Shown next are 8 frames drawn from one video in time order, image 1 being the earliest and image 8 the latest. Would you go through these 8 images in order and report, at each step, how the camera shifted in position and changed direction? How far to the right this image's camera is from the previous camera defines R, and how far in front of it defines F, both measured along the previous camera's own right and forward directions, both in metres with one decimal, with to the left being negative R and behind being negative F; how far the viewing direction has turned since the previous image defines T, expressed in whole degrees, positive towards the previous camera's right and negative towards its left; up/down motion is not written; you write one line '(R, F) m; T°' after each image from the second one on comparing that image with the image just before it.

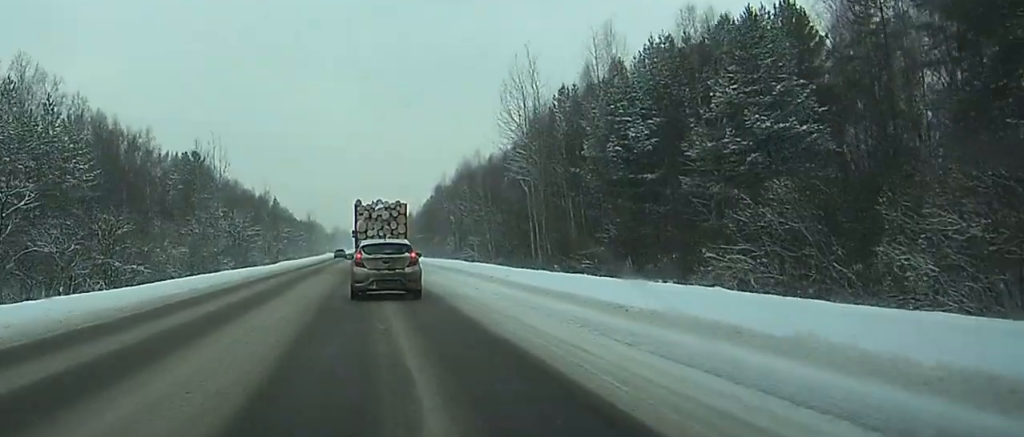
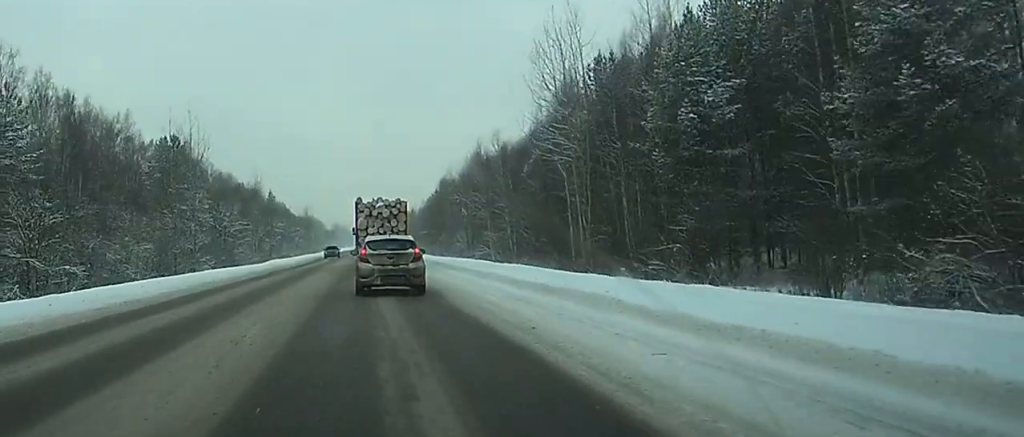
(0.0, +13.6) m; 0°
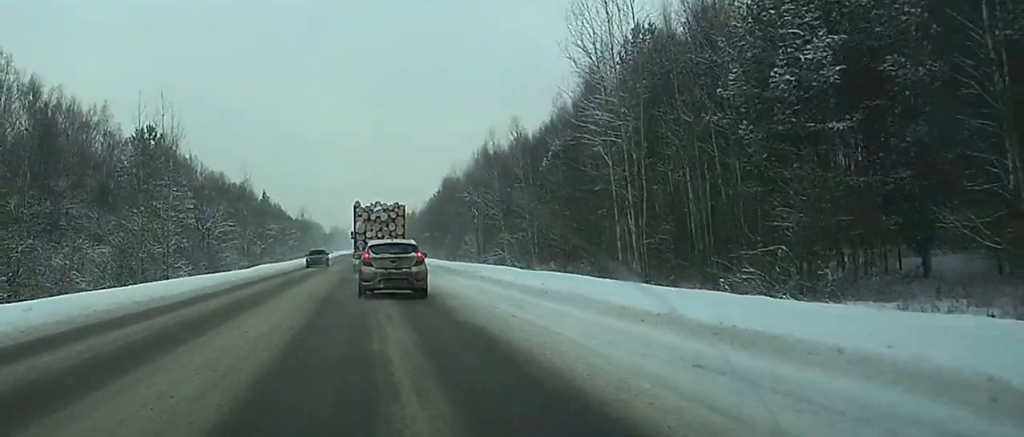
(0.0, +11.1) m; 0°
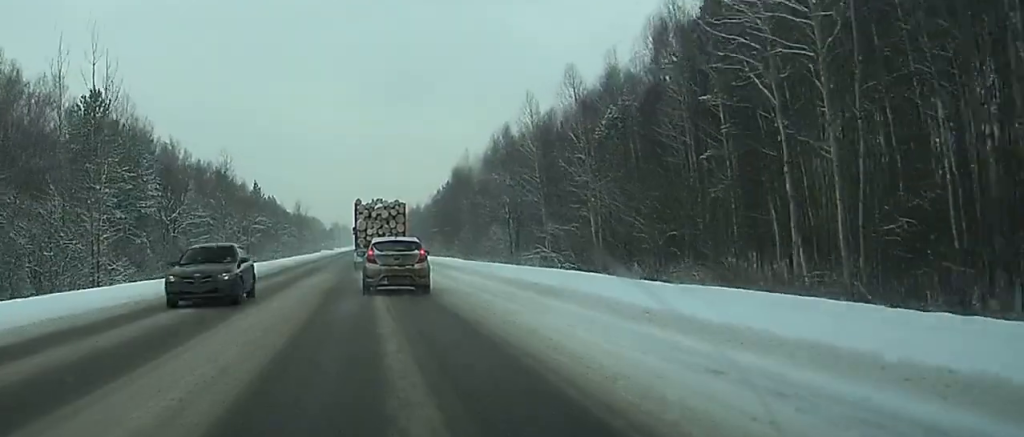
(0.0, +19.7) m; 0°
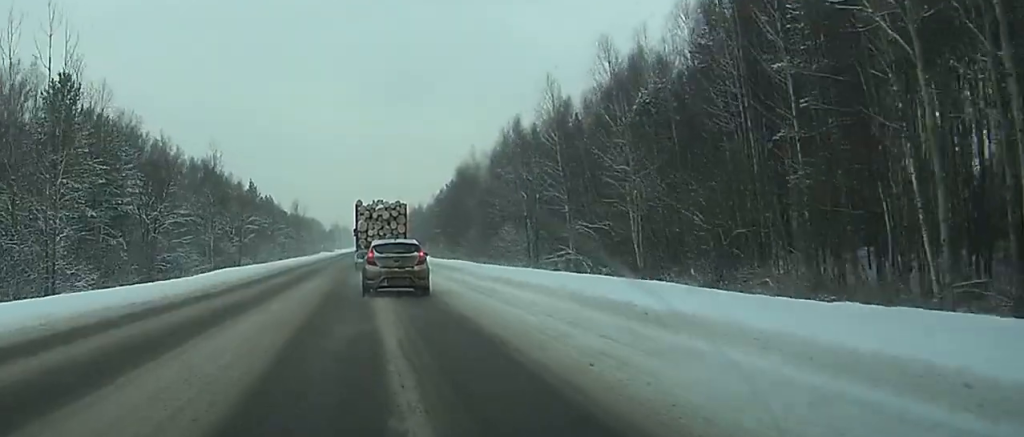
(0.0, +7.9) m; 0°
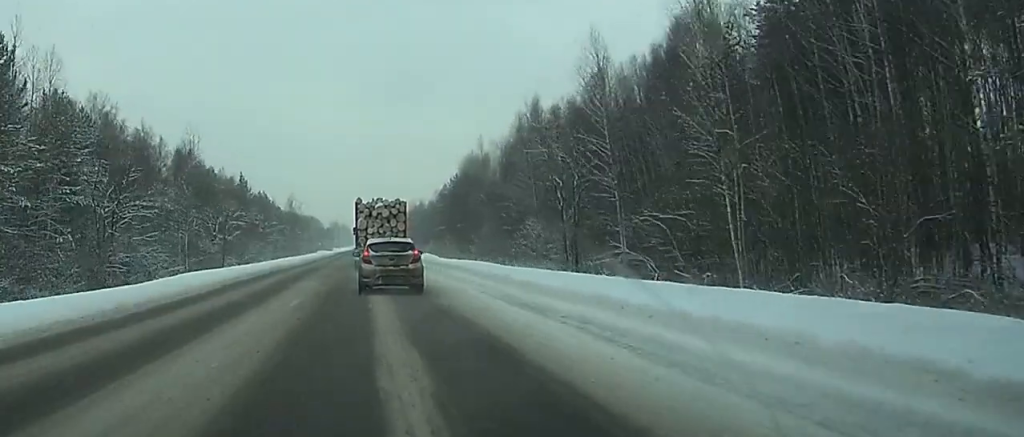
(-0.1, +12.6) m; 0°
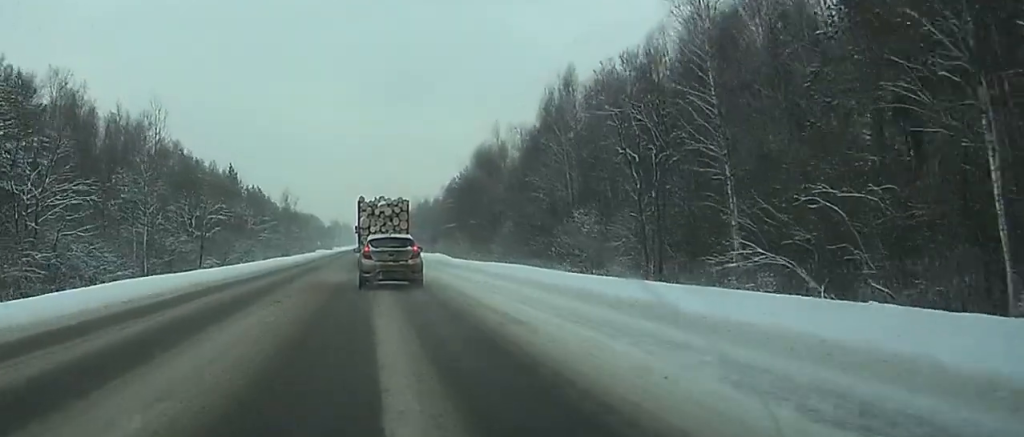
(0.0, +15.4) m; 0°
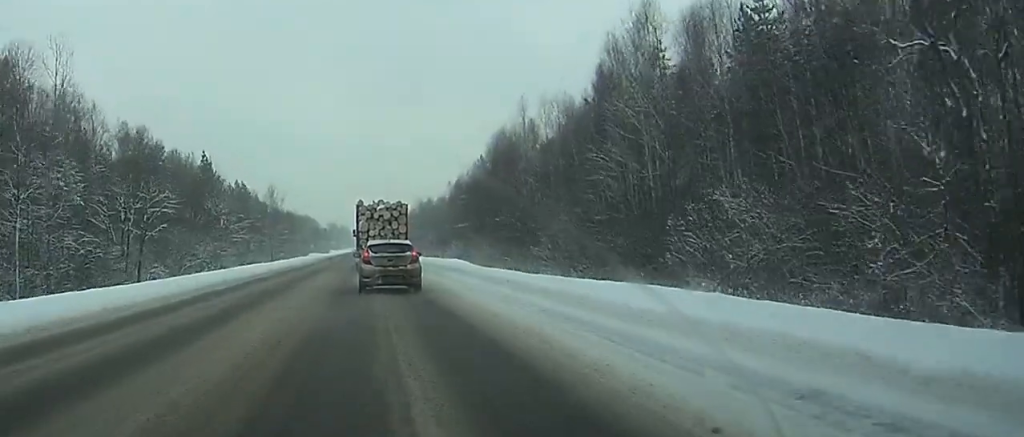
(+0.1, +23.5) m; 0°
